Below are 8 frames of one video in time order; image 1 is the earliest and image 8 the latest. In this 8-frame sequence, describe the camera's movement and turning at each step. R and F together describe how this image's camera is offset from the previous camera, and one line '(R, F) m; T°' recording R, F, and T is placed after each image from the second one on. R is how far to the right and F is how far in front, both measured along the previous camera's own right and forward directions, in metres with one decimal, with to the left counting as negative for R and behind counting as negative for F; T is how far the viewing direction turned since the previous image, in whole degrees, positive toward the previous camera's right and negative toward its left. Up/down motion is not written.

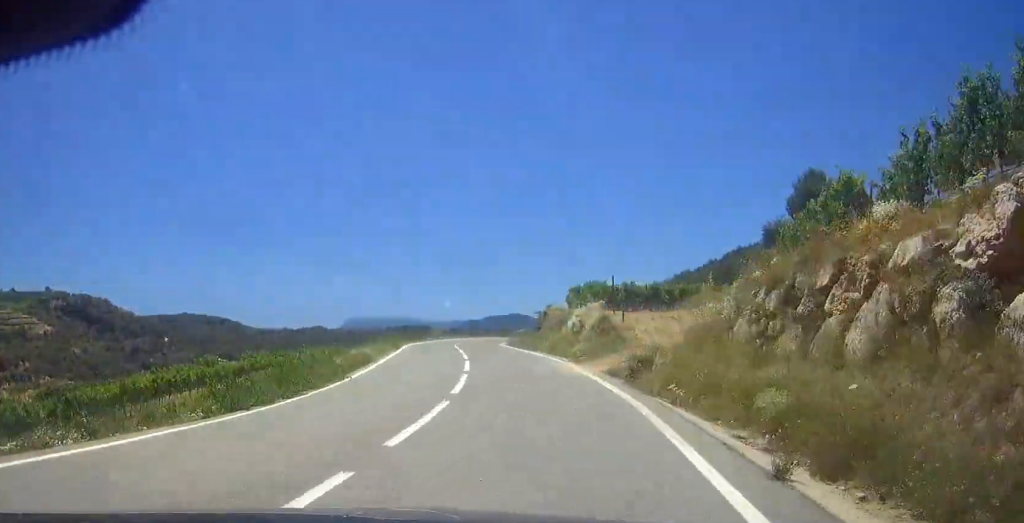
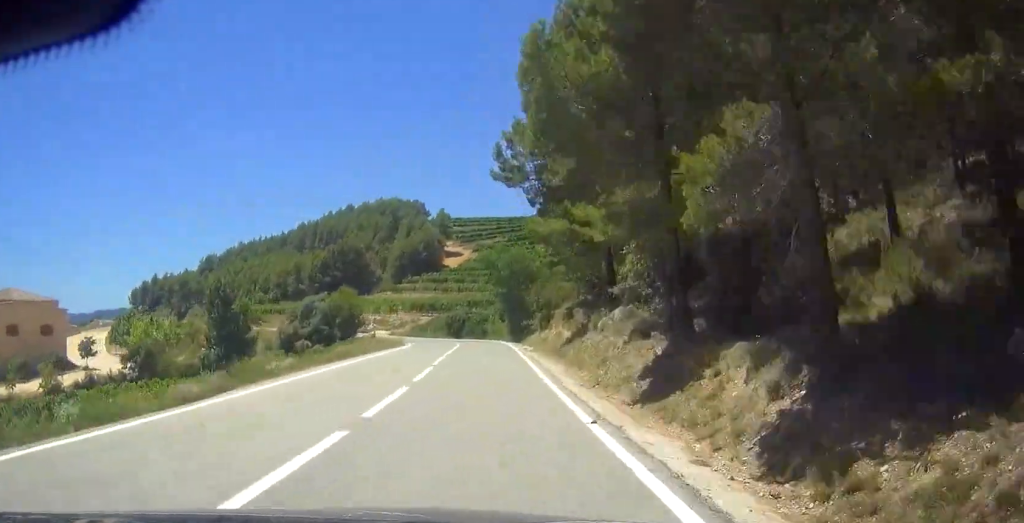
(+62.6, +109.5) m; +36°
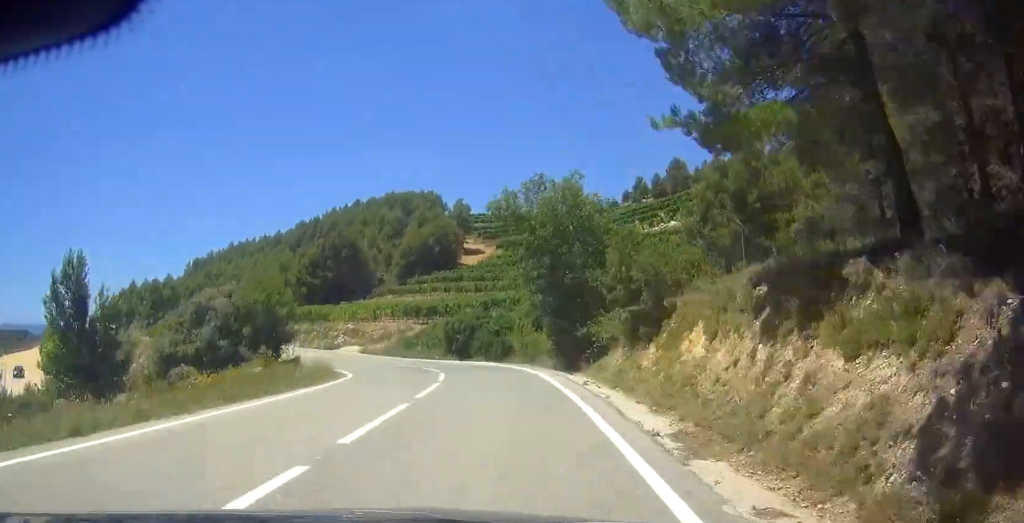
(-1.3, +28.3) m; -12°
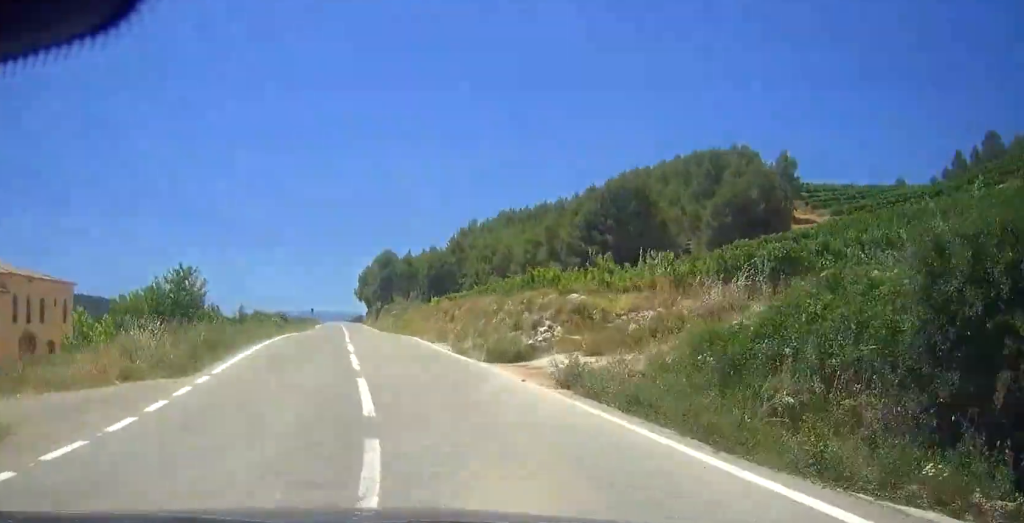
(-7.5, +39.8) m; -14°
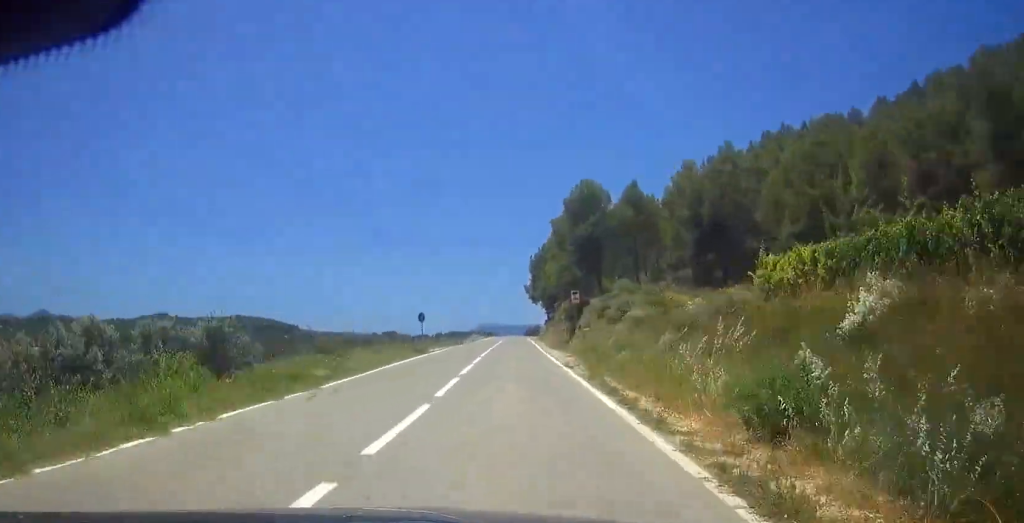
(-9.8, +64.3) m; -10°
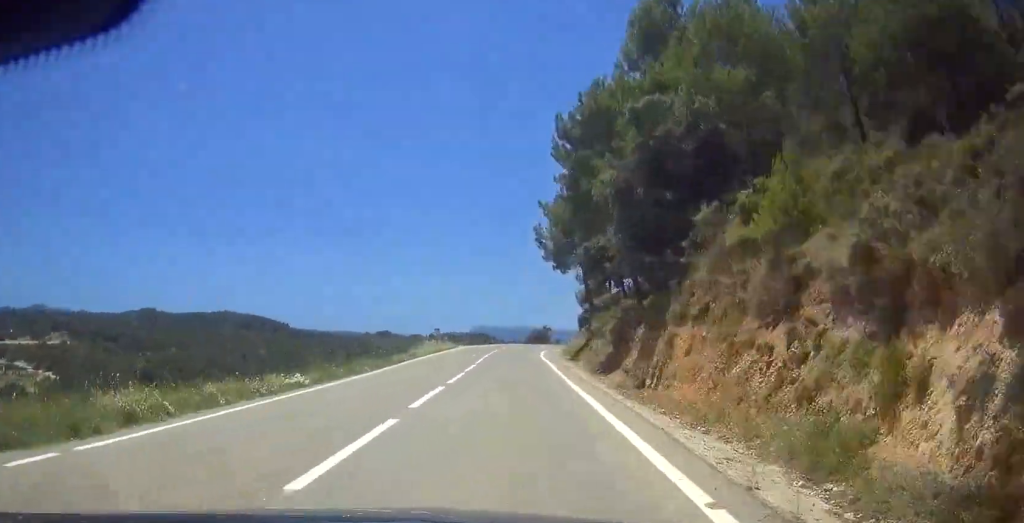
(-1.1, +58.8) m; +4°
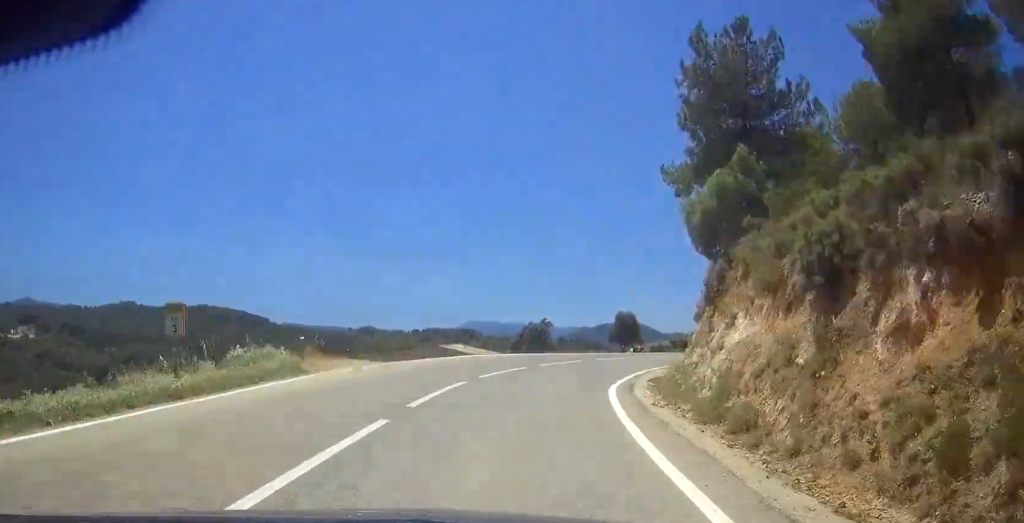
(+0.9, +40.6) m; +7°
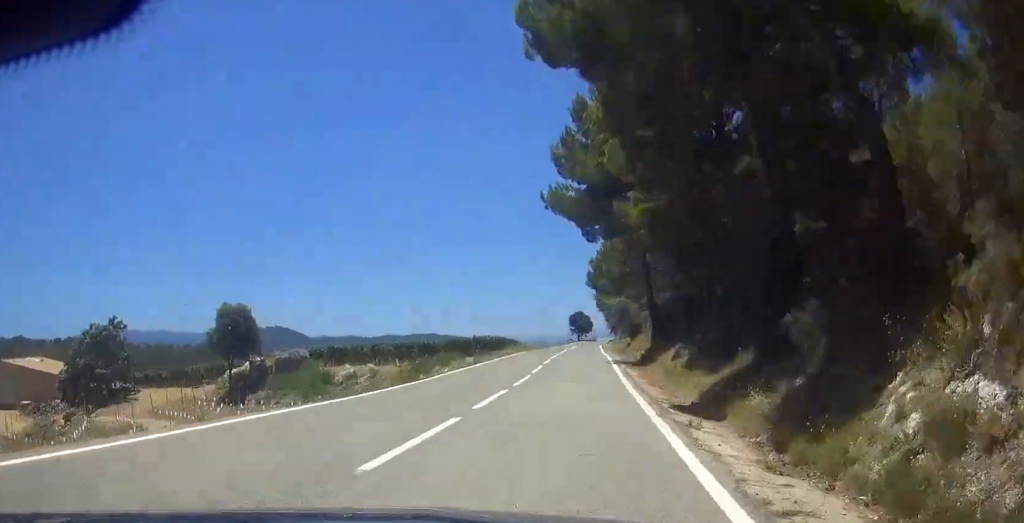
(+3.4, +44.3) m; +12°
